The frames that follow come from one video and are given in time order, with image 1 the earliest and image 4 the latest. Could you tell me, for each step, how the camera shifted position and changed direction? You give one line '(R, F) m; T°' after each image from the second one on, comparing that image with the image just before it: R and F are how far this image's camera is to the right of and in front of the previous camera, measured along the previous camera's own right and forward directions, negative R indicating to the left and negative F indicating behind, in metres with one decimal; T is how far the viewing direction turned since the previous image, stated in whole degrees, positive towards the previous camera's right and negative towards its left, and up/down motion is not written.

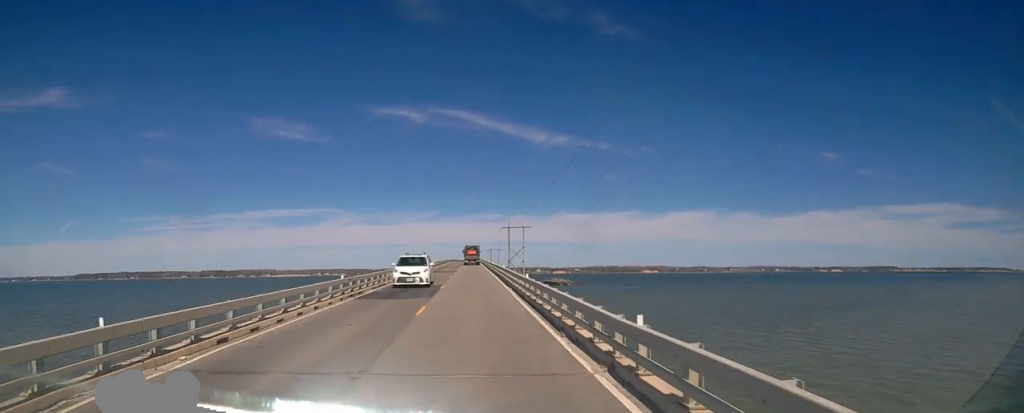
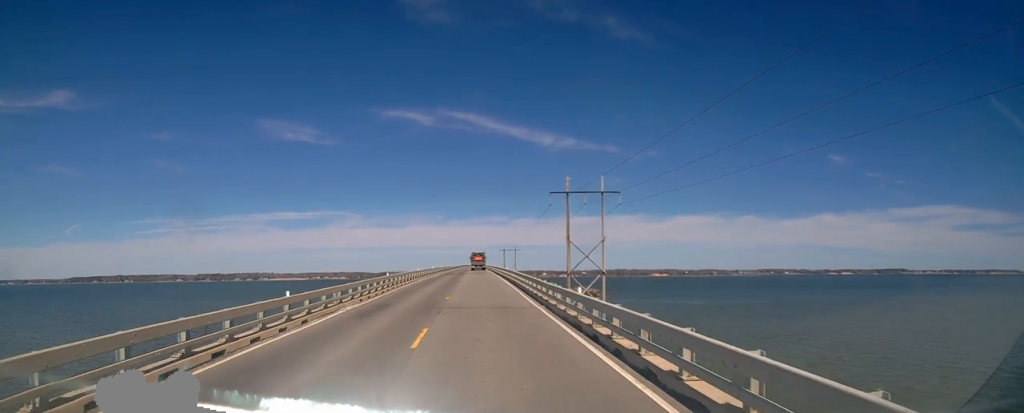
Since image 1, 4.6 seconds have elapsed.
(-1.7, +91.2) m; -1°
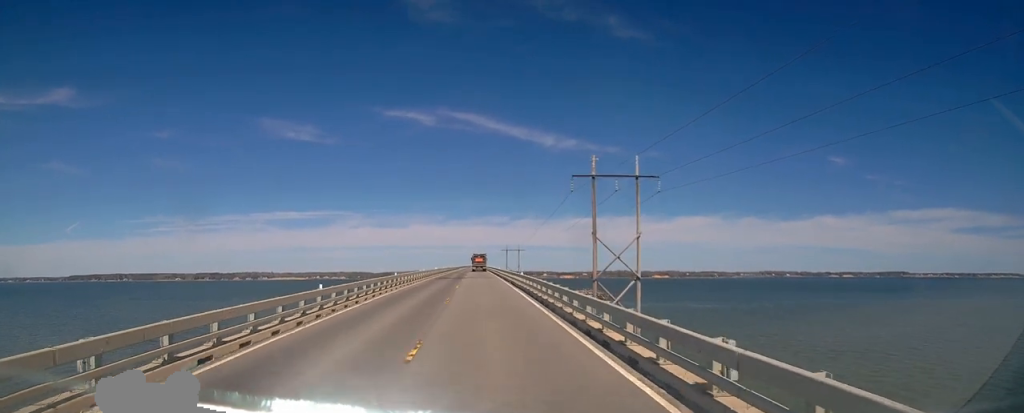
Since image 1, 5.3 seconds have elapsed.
(0.0, +13.9) m; 0°
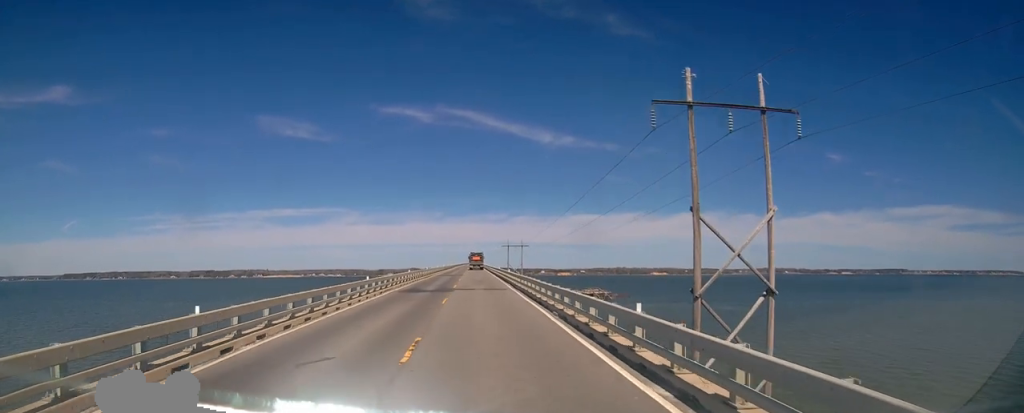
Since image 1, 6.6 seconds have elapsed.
(+0.1, +24.5) m; 0°
